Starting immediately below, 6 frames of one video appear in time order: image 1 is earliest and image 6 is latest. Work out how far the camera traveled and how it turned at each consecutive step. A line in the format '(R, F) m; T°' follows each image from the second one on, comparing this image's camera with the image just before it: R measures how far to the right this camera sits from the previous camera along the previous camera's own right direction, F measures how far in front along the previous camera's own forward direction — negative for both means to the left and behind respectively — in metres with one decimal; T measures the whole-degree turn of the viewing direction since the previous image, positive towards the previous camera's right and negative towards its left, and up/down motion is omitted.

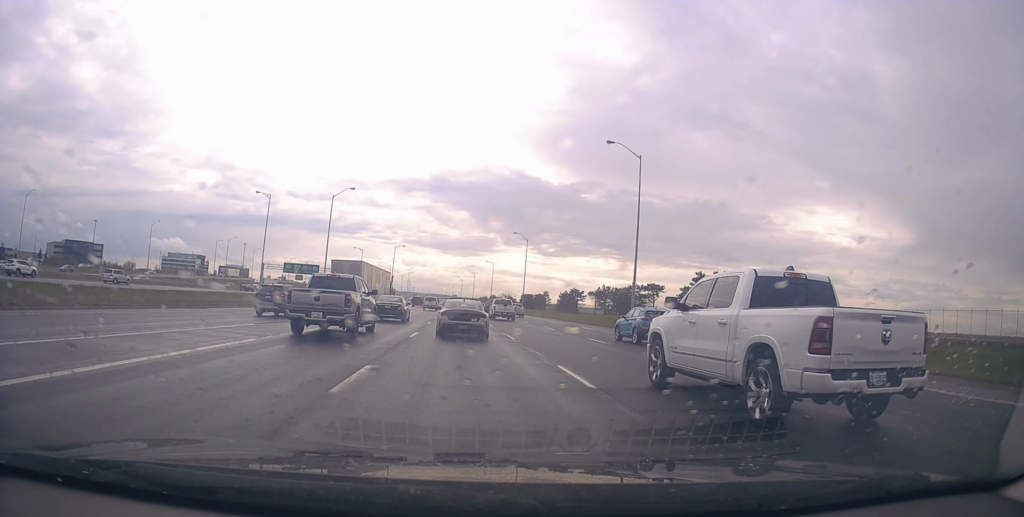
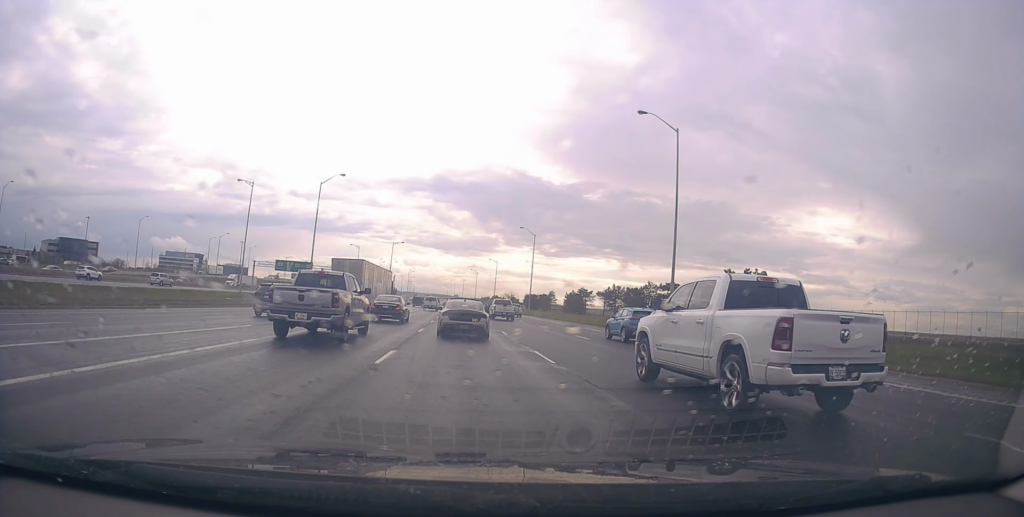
(-0.1, +8.6) m; -1°
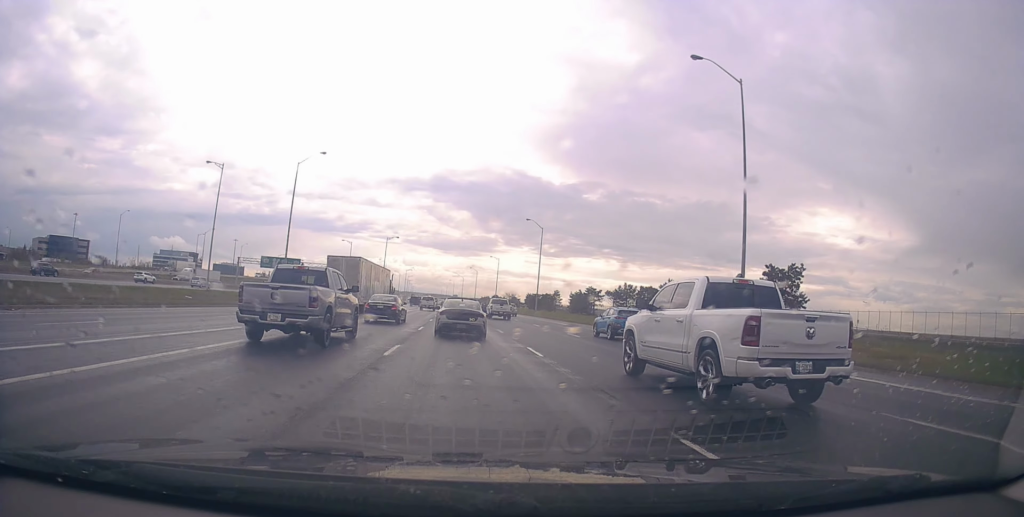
(0.0, +10.9) m; +1°
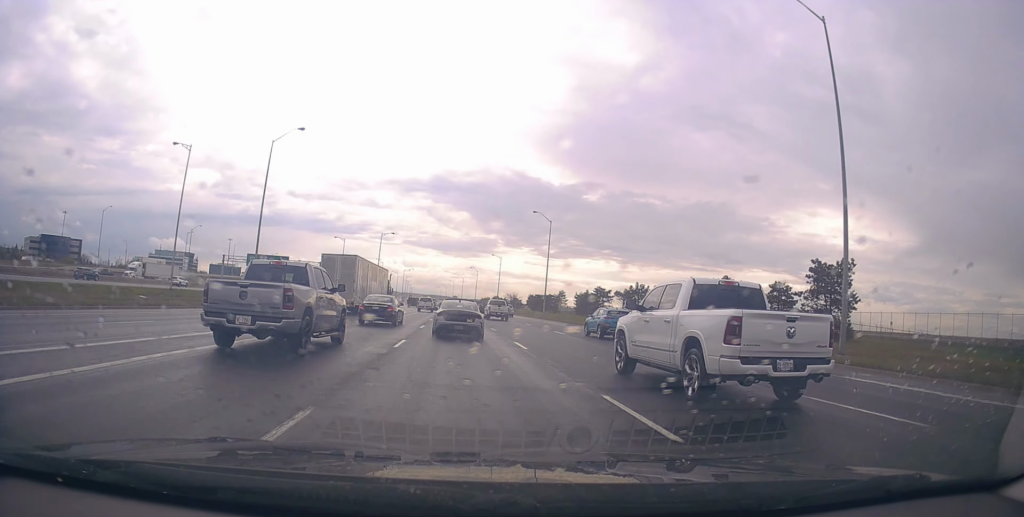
(+0.1, +9.2) m; +1°
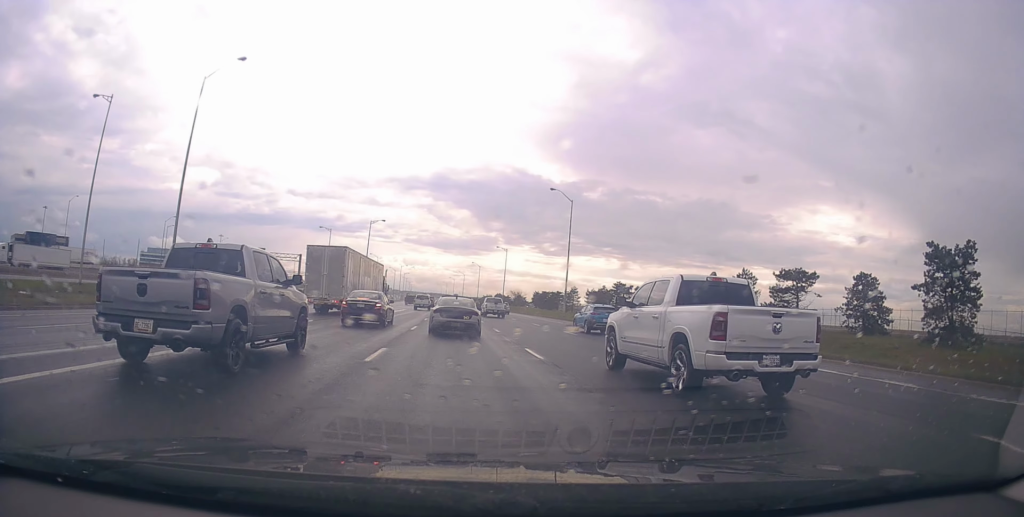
(+0.1, +16.3) m; -1°
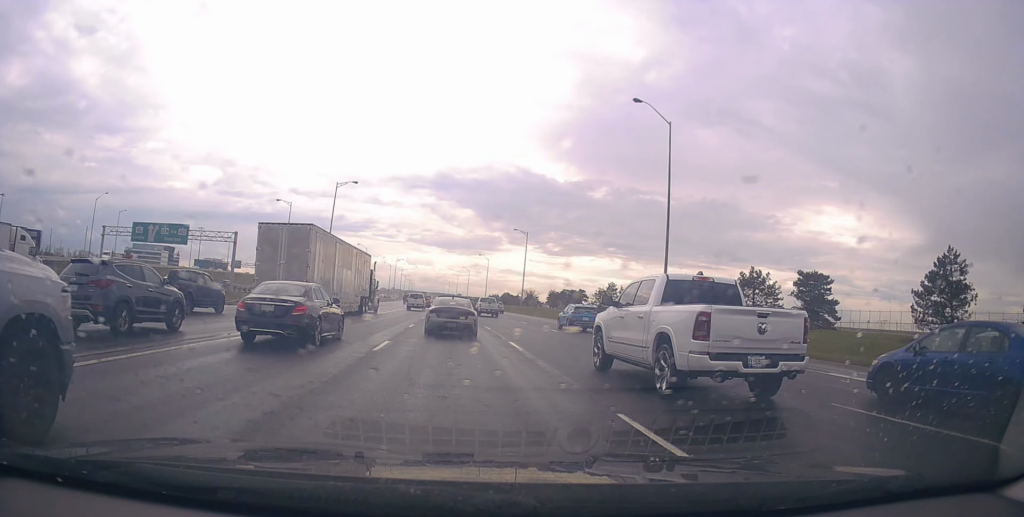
(-0.3, +34.2) m; -1°
